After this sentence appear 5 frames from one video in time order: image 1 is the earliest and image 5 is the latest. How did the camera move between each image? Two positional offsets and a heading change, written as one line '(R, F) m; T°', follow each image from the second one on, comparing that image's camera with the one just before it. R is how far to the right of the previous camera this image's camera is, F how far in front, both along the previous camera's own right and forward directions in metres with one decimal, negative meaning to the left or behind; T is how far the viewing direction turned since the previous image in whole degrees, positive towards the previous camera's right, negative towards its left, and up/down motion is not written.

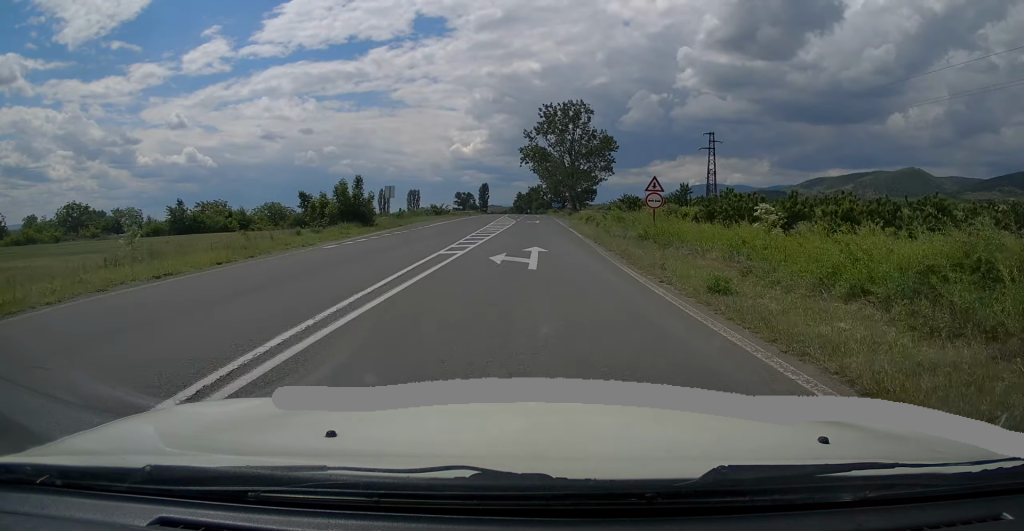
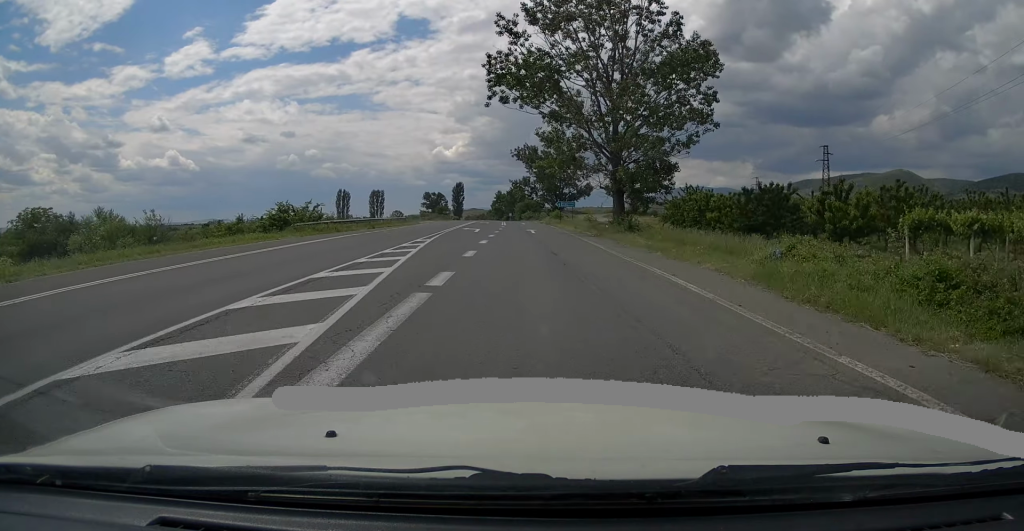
(+0.3, +55.8) m; +1°
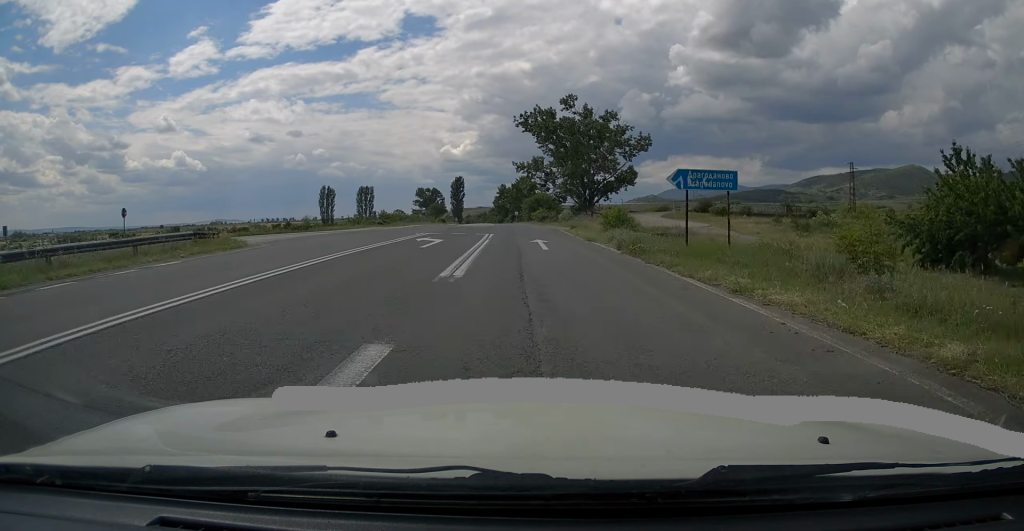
(+0.1, +42.2) m; 0°
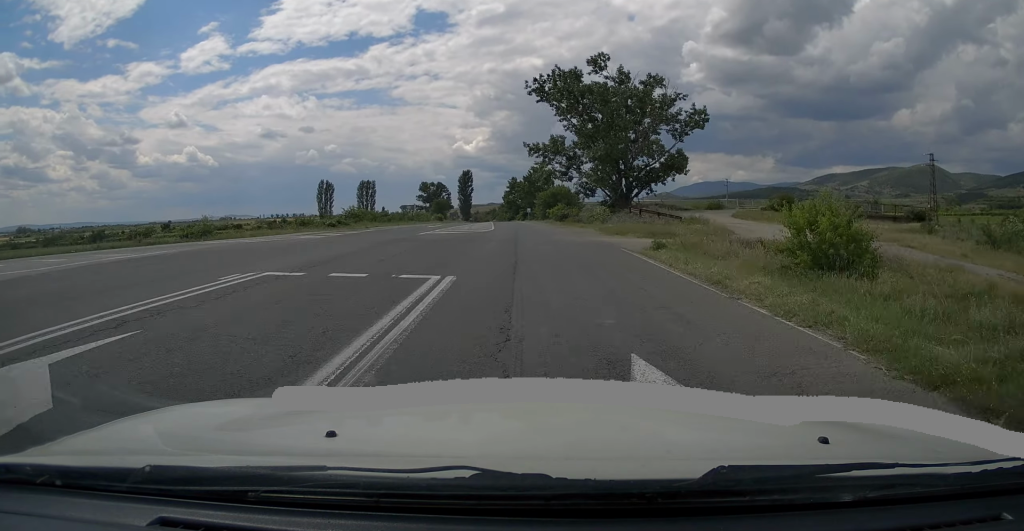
(-0.2, +20.7) m; -2°
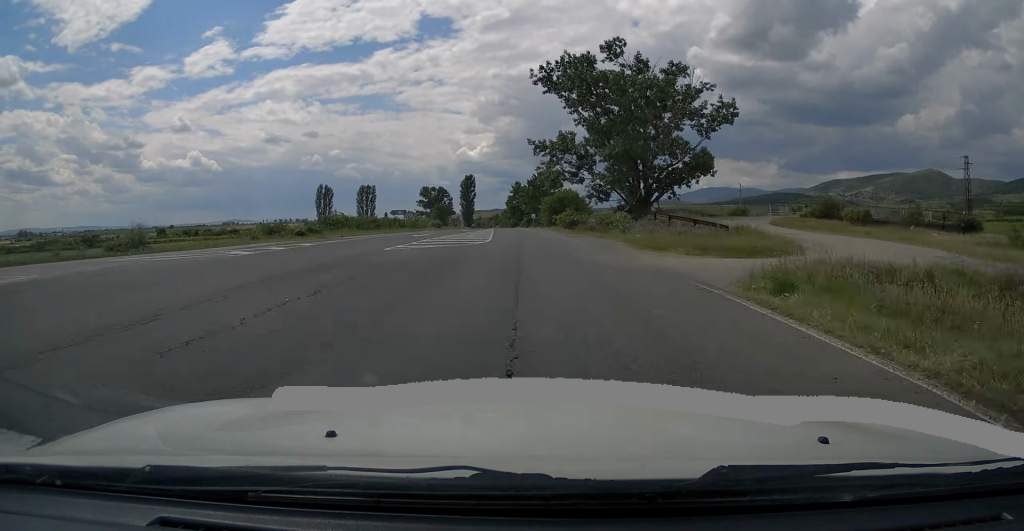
(-0.1, +7.5) m; -1°
